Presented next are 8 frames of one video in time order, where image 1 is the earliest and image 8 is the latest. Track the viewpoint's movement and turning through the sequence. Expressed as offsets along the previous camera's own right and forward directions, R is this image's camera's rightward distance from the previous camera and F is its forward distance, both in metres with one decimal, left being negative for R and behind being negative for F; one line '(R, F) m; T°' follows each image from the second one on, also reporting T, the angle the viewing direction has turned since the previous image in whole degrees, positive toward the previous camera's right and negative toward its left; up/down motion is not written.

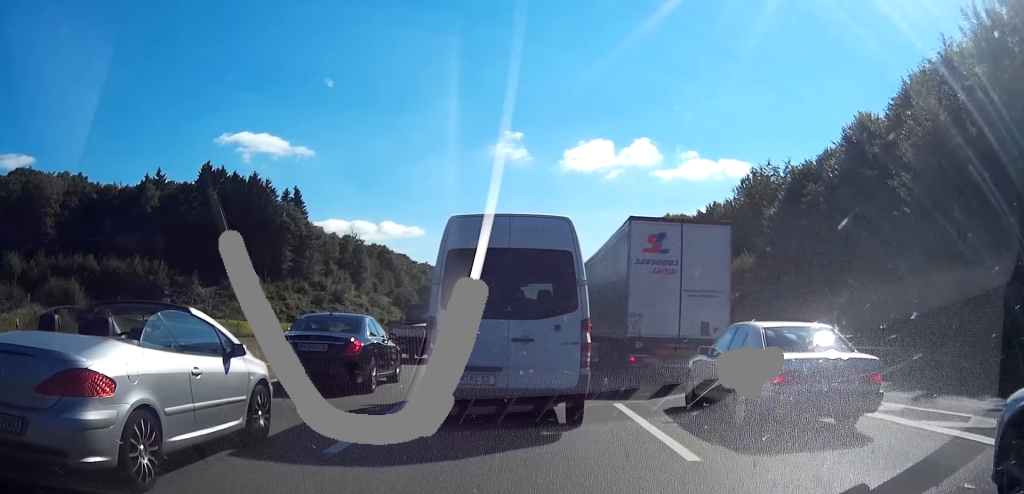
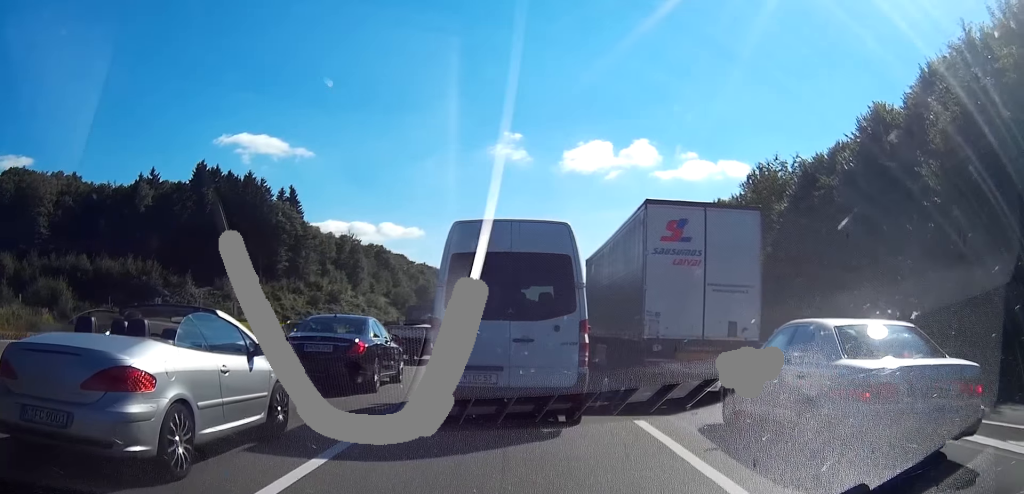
(0.0, +1.9) m; -4°
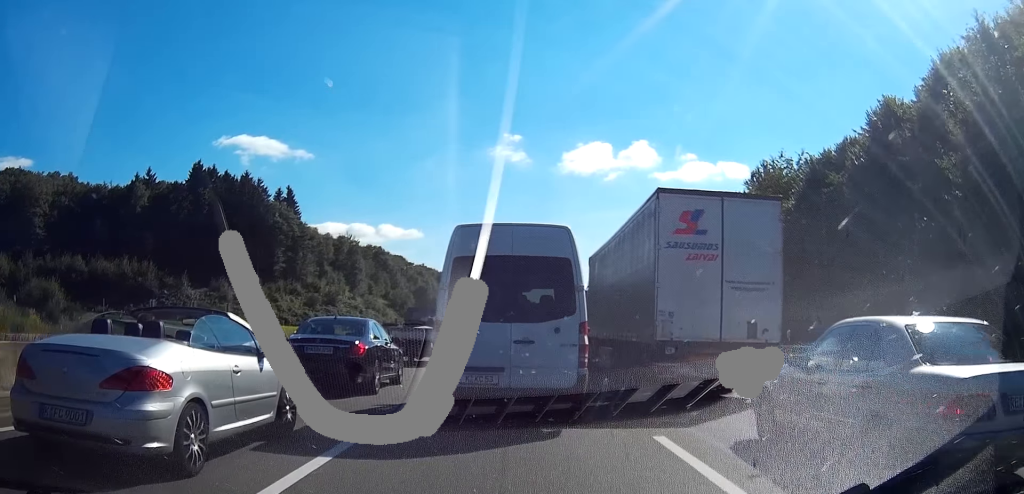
(-0.1, +1.7) m; 0°
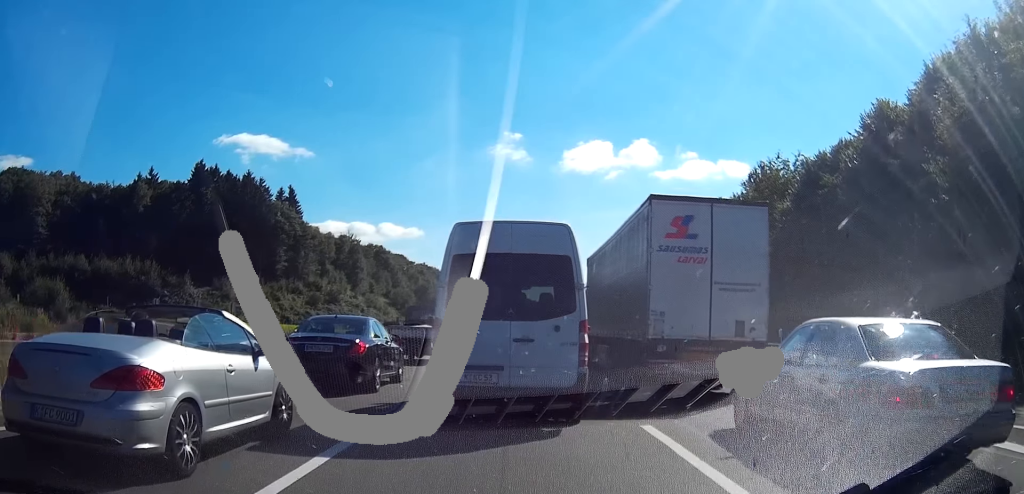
(0.0, +1.6) m; +2°
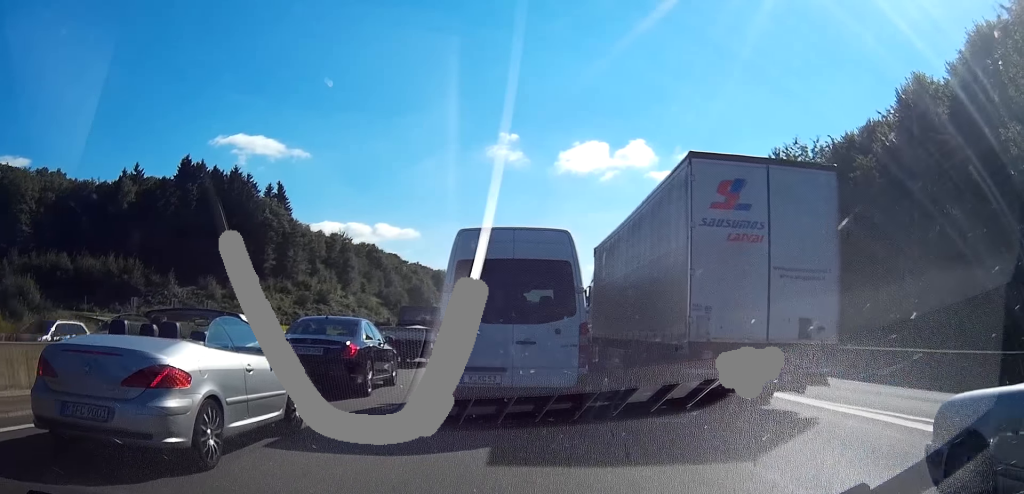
(+0.5, +6.6) m; +4°
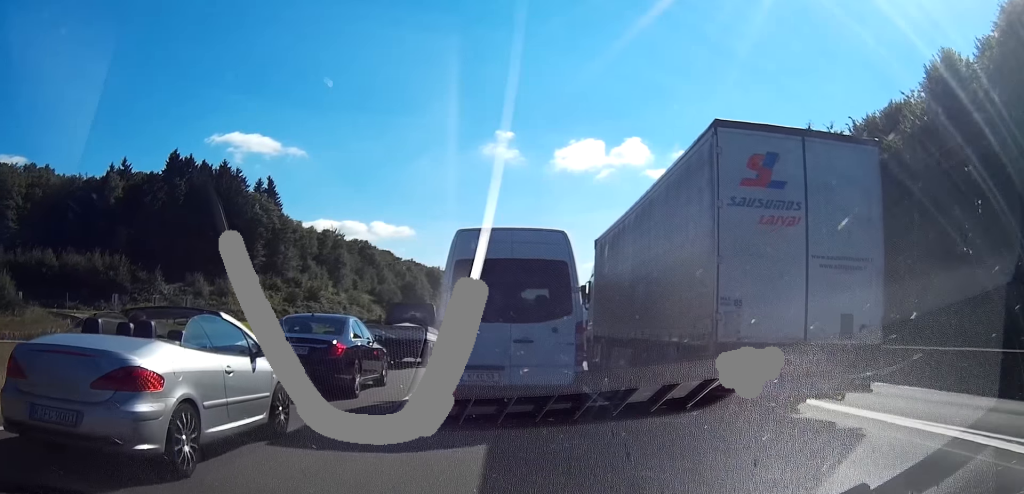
(-0.1, +4.5) m; -1°
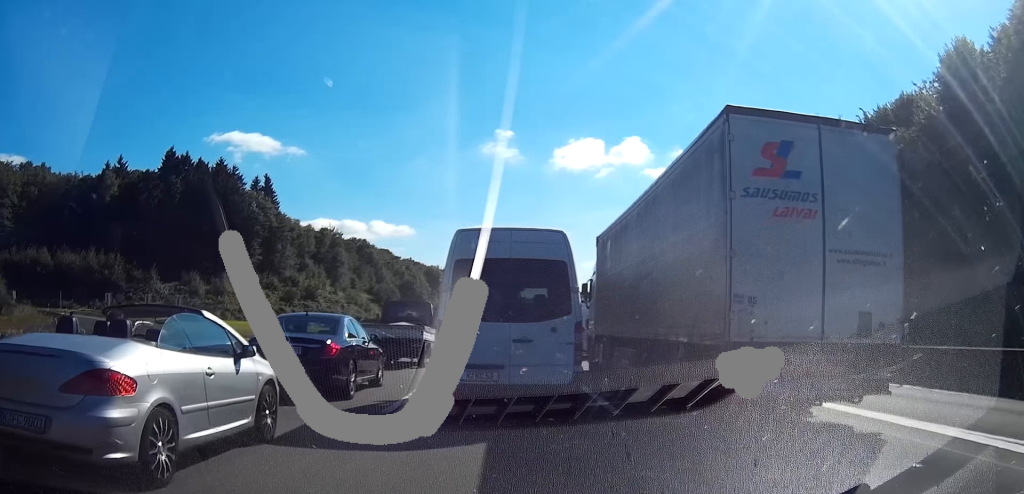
(0.0, +1.8) m; +1°
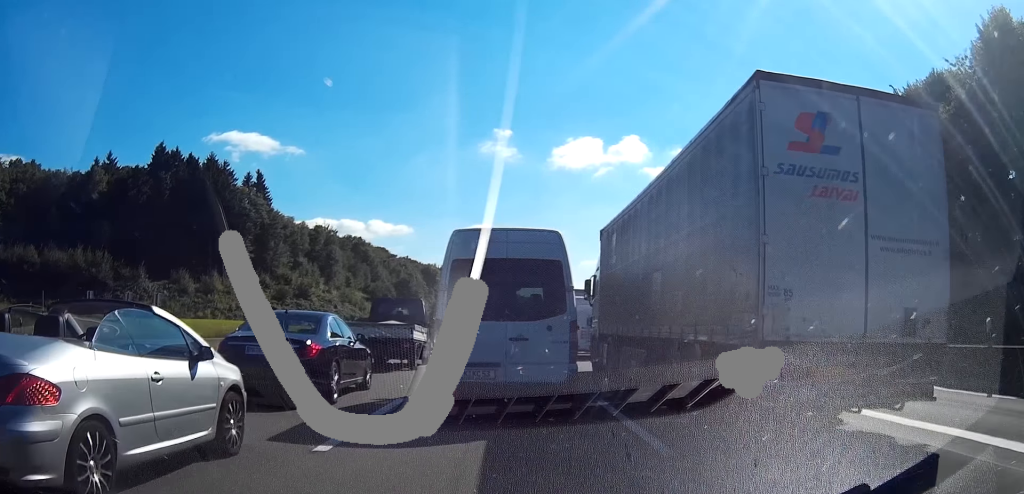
(+0.1, +4.2) m; +2°
